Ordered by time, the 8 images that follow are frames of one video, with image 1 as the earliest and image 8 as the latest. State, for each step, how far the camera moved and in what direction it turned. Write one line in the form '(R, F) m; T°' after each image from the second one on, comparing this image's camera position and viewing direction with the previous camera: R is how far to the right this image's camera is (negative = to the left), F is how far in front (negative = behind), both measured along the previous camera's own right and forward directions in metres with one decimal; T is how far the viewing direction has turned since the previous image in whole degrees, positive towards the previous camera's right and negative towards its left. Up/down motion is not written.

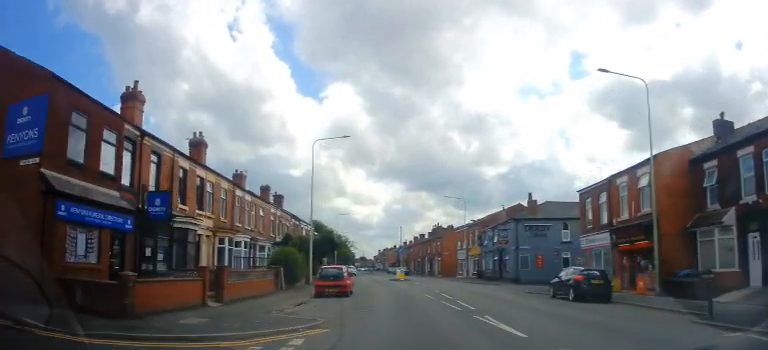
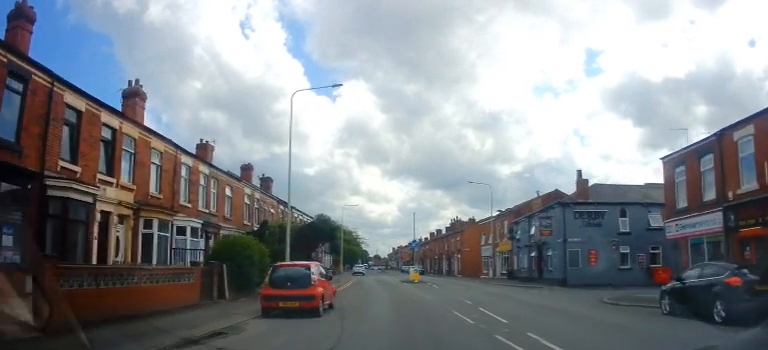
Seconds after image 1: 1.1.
(-0.1, +9.5) m; -3°
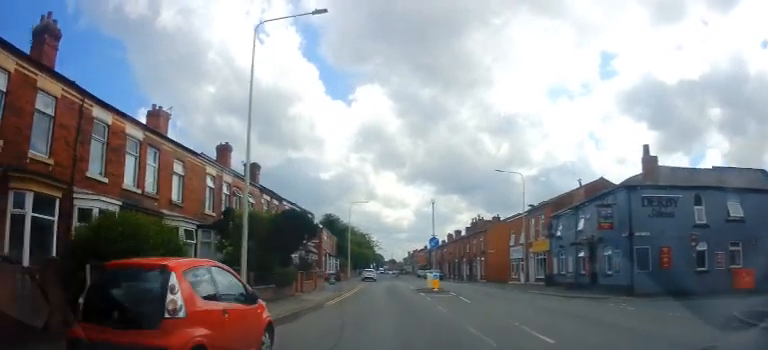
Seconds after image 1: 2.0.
(-0.2, +7.7) m; -3°
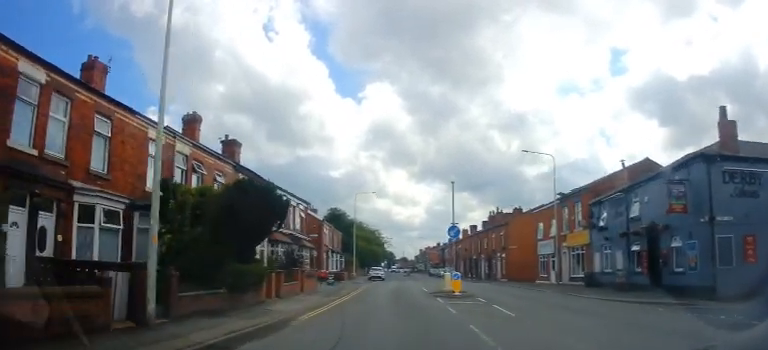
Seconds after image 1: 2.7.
(-0.2, +6.4) m; 0°
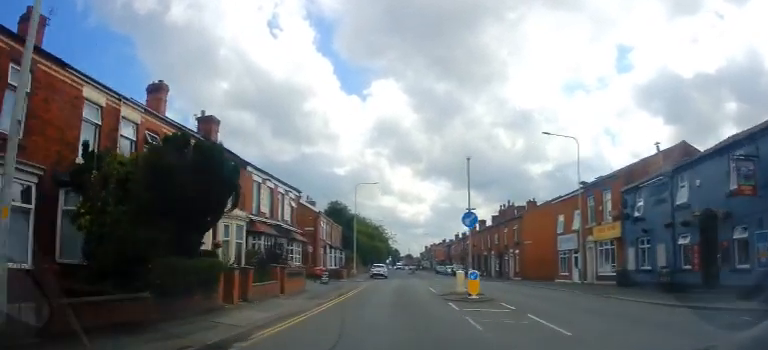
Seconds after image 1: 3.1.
(+0.1, +4.2) m; -1°
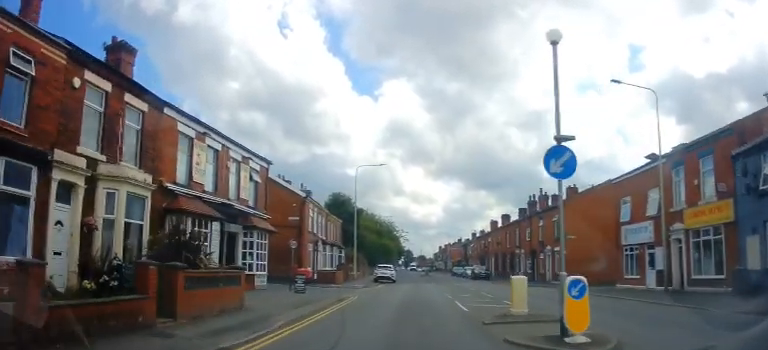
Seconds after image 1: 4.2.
(0.0, +9.6) m; -2°
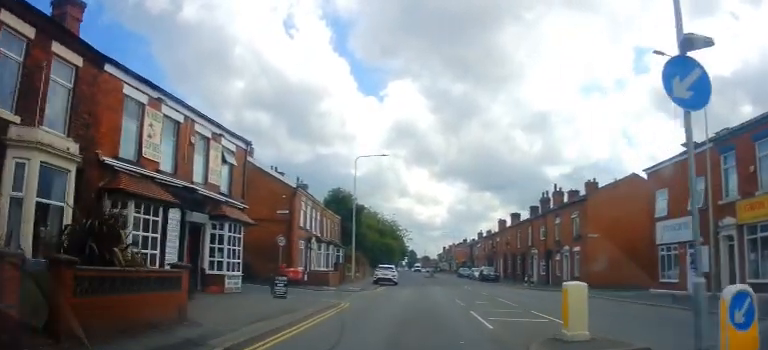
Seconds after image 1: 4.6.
(-0.2, +3.8) m; -1°
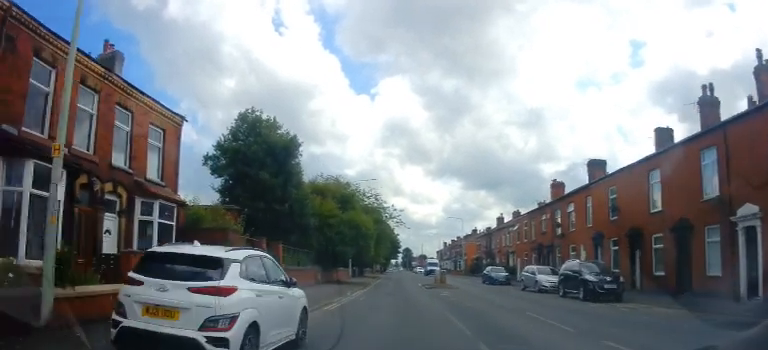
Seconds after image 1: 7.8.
(+0.8, +31.0) m; +1°
